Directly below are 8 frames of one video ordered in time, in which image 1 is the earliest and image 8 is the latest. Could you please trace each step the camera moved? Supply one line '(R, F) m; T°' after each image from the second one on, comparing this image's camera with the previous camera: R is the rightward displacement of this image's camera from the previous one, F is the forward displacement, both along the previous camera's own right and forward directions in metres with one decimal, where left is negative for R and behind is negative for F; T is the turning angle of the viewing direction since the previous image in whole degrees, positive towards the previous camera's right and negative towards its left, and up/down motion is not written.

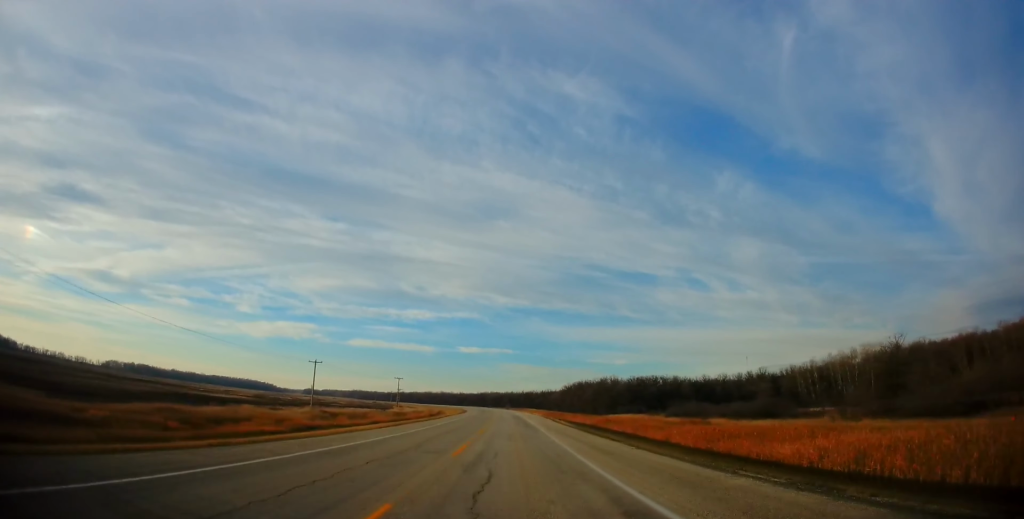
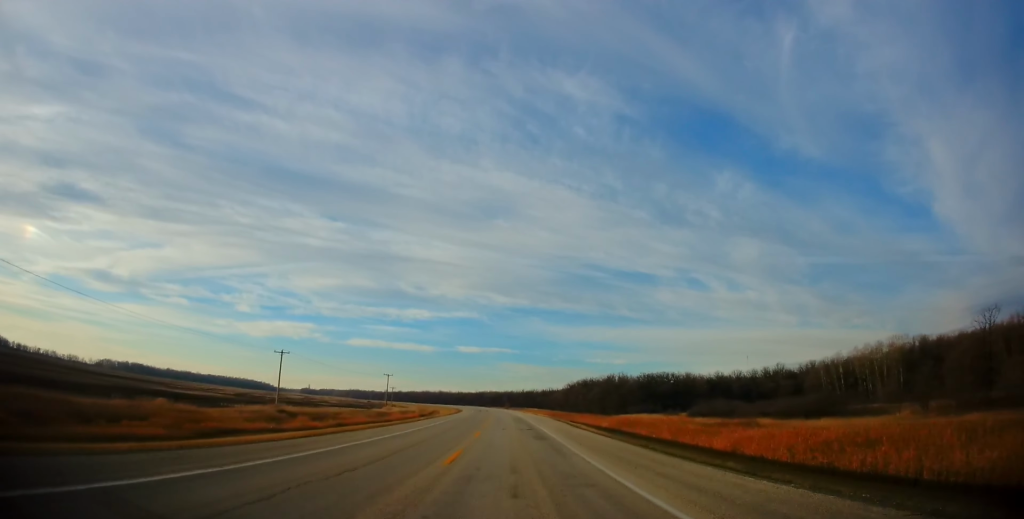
(-0.4, +16.1) m; -2°
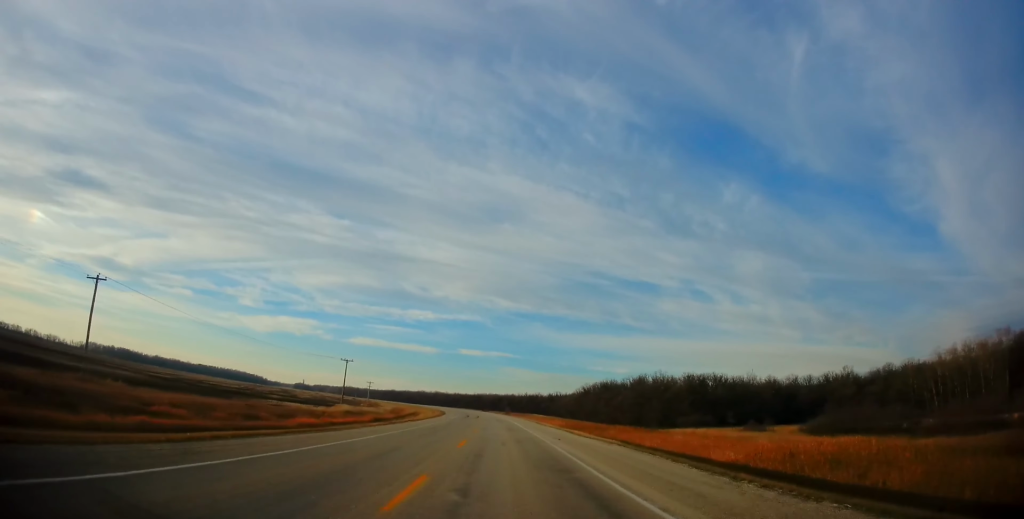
(-0.3, +43.5) m; -1°
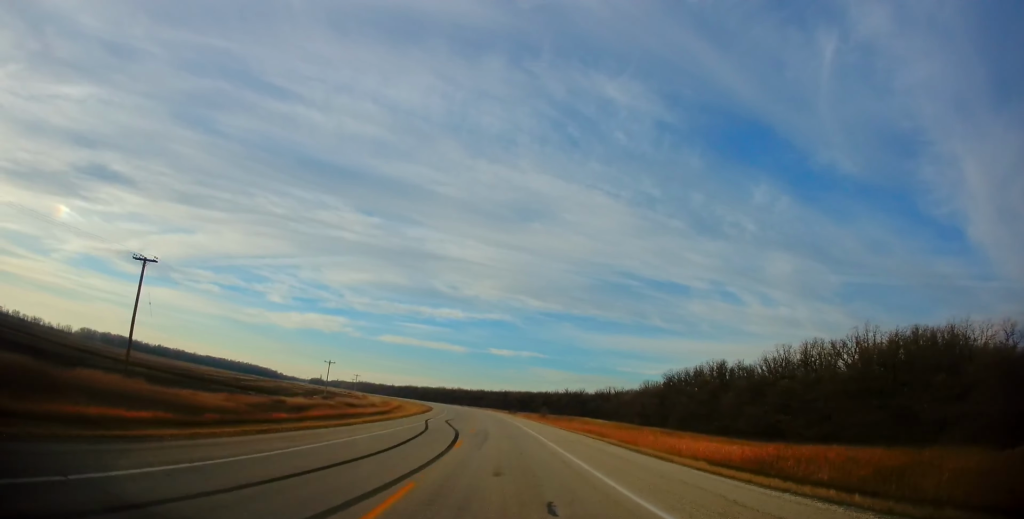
(-1.4, +74.4) m; -2°
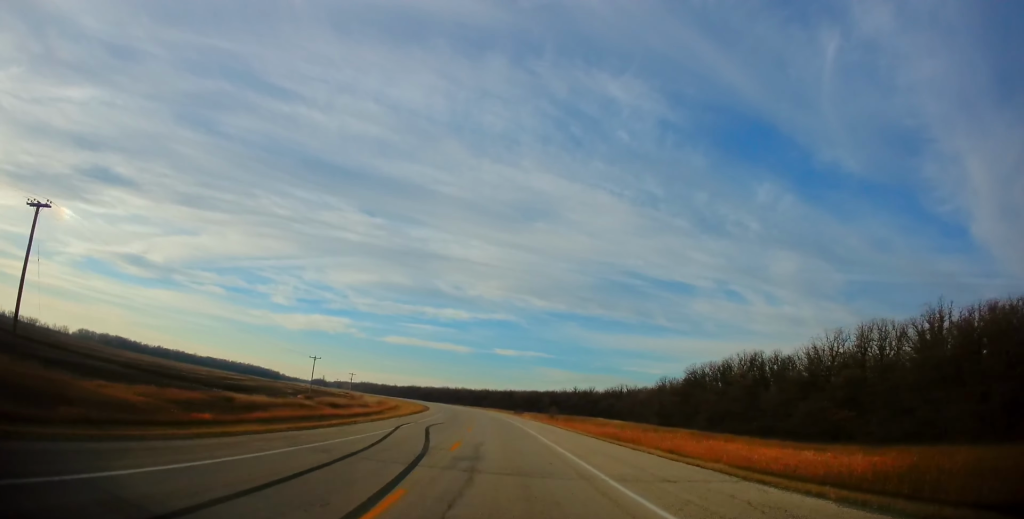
(+0.2, +12.6) m; -1°
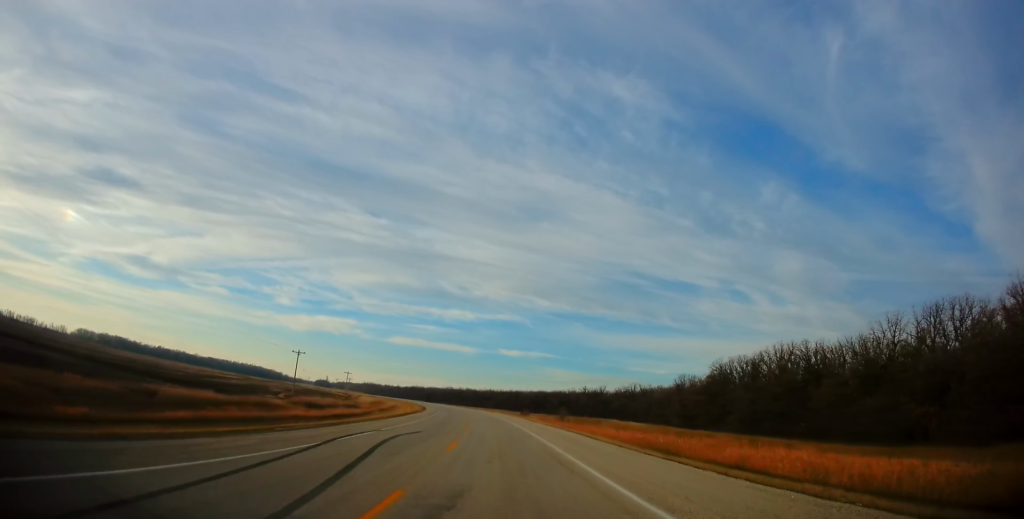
(-0.2, +11.7) m; -1°
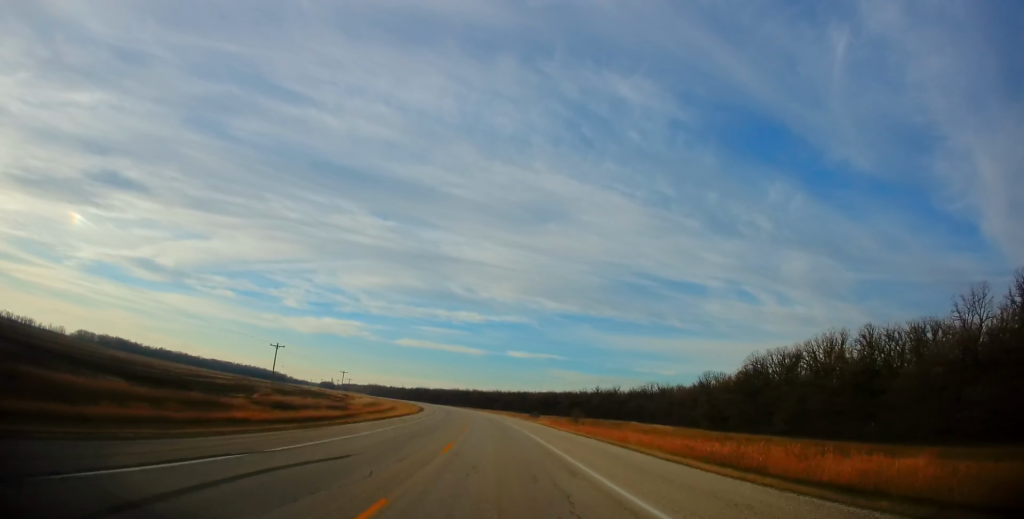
(-0.3, +12.5) m; -1°
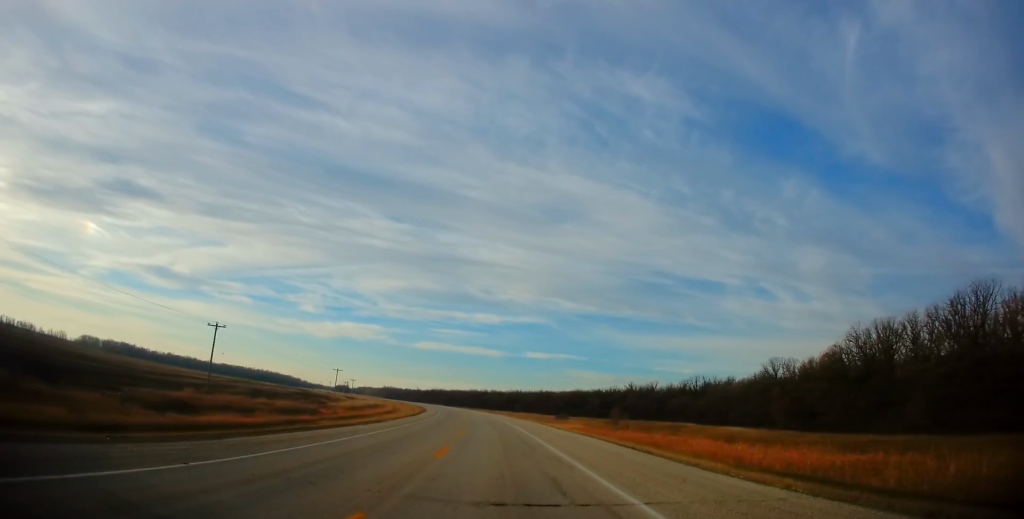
(-0.2, +23.5) m; -1°
